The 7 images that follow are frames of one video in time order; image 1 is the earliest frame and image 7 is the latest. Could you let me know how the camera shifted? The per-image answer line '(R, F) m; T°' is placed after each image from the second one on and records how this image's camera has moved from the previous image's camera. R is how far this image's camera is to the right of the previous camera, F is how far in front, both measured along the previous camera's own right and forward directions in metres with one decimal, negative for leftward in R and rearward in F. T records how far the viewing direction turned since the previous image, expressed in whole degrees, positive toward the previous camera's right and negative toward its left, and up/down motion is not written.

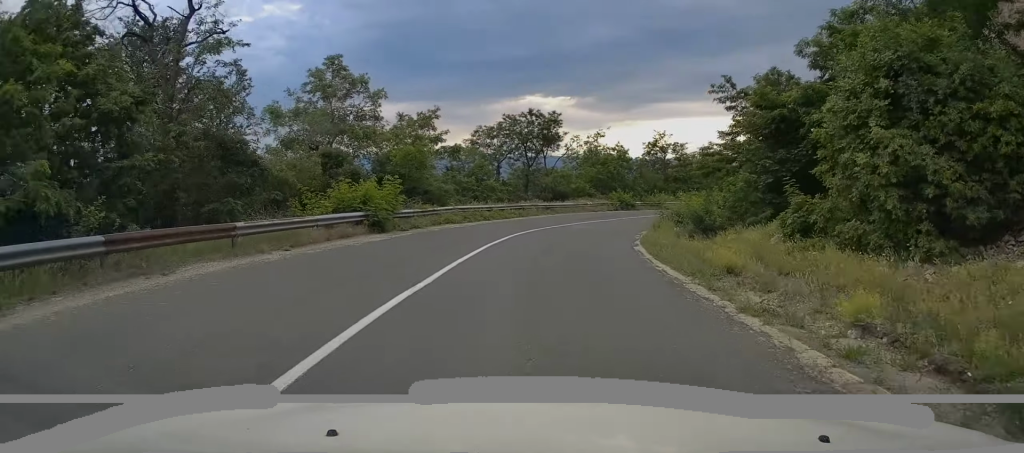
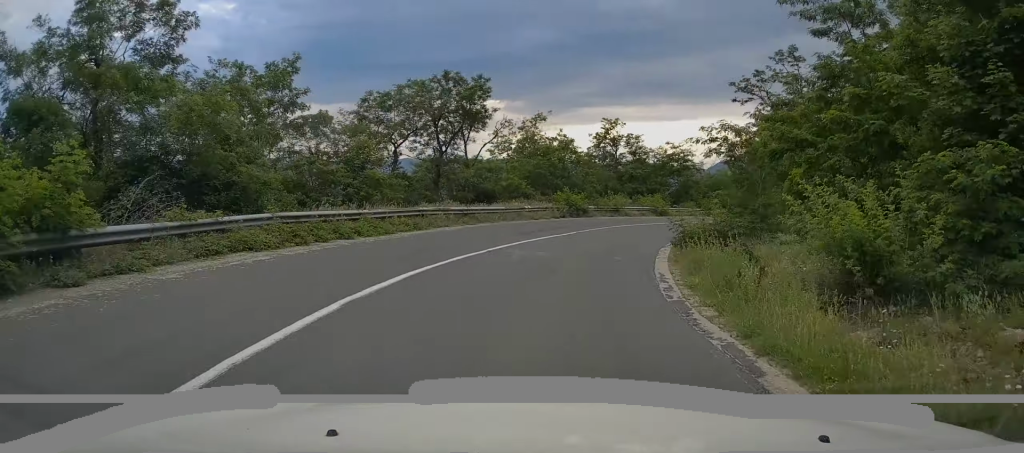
(+0.8, +13.1) m; +8°
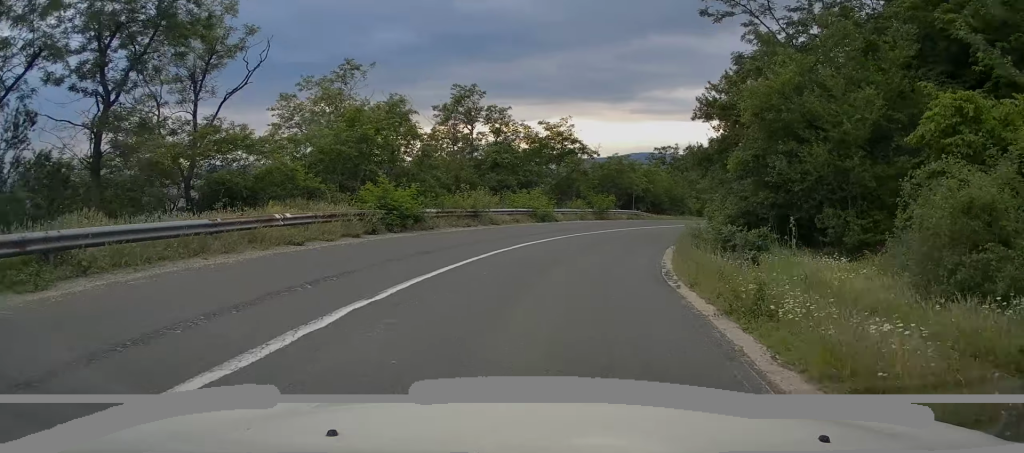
(+1.6, +16.3) m; +11°
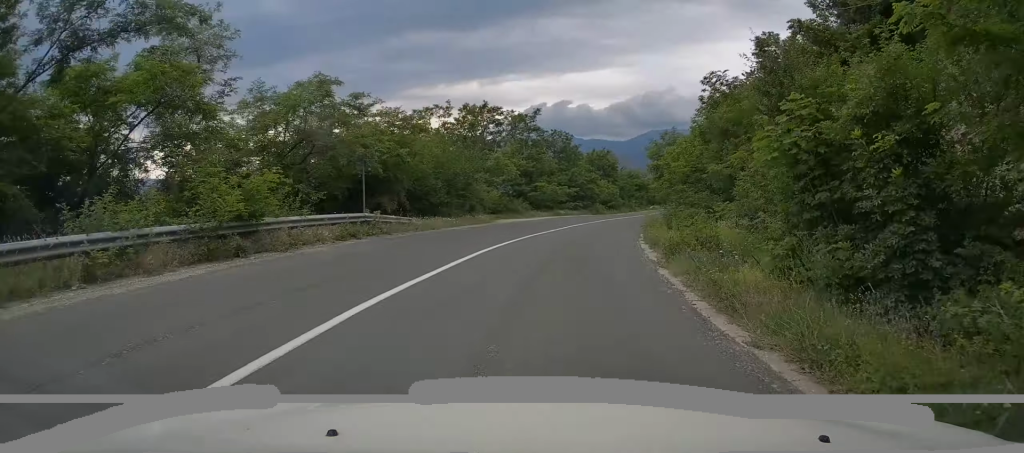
(+5.3, +27.4) m; +21°
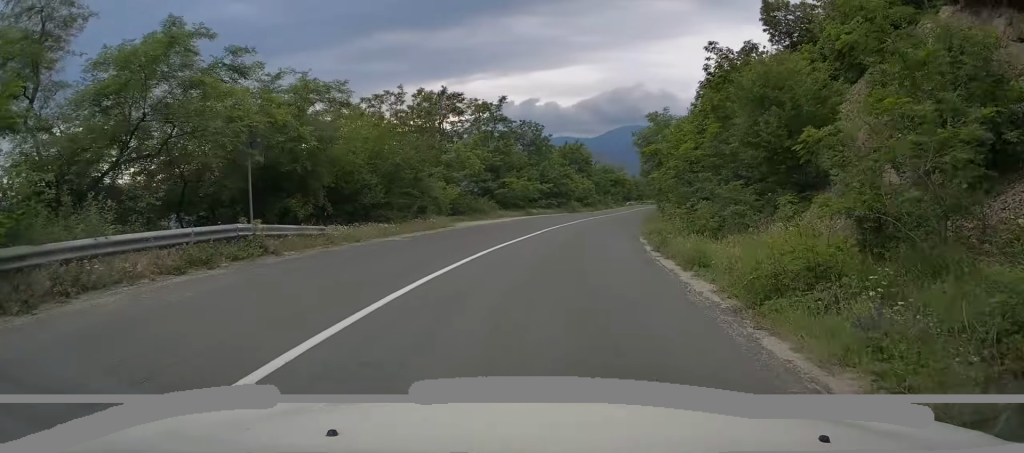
(+0.1, +6.5) m; +3°
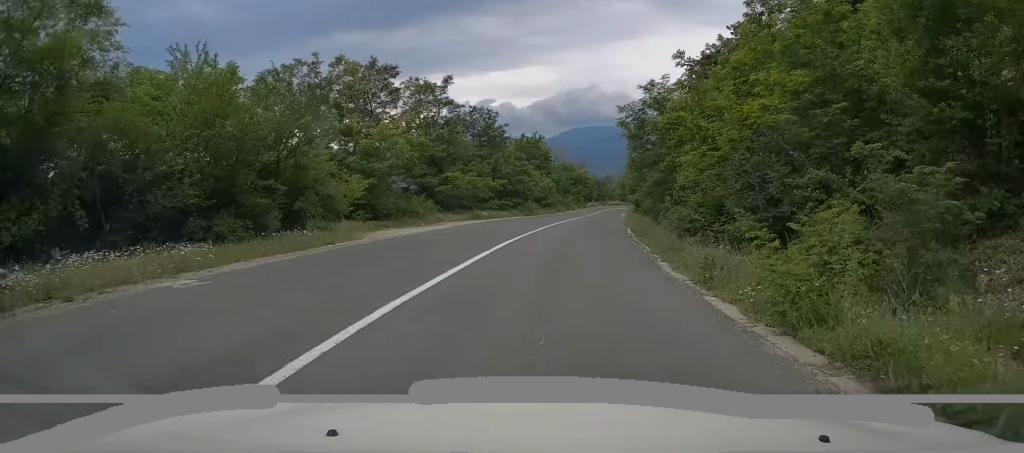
(+0.6, +9.6) m; +3°
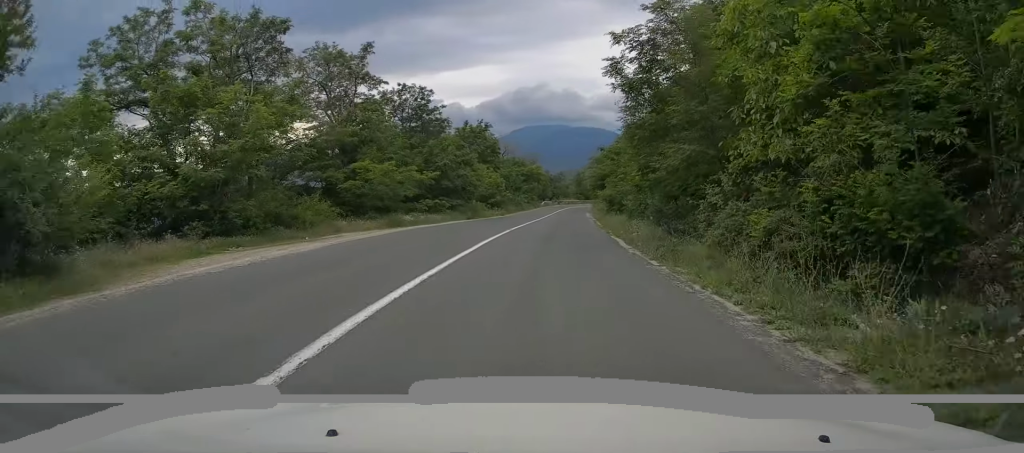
(+0.1, +10.4) m; +2°
